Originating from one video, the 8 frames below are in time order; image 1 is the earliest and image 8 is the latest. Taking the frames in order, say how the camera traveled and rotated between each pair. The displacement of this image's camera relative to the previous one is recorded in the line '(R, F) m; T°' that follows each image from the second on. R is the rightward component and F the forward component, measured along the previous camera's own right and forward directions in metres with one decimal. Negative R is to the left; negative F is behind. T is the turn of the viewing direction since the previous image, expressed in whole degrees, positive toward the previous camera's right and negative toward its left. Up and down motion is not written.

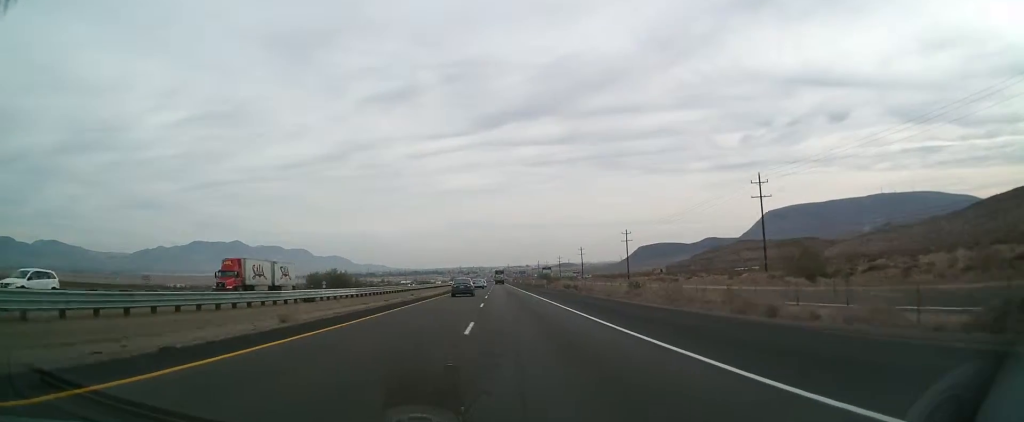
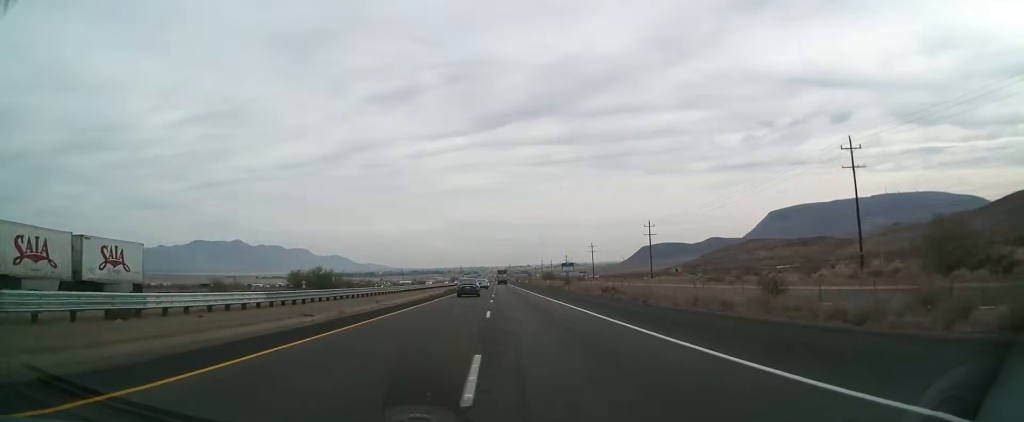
(-0.1, +22.6) m; -1°
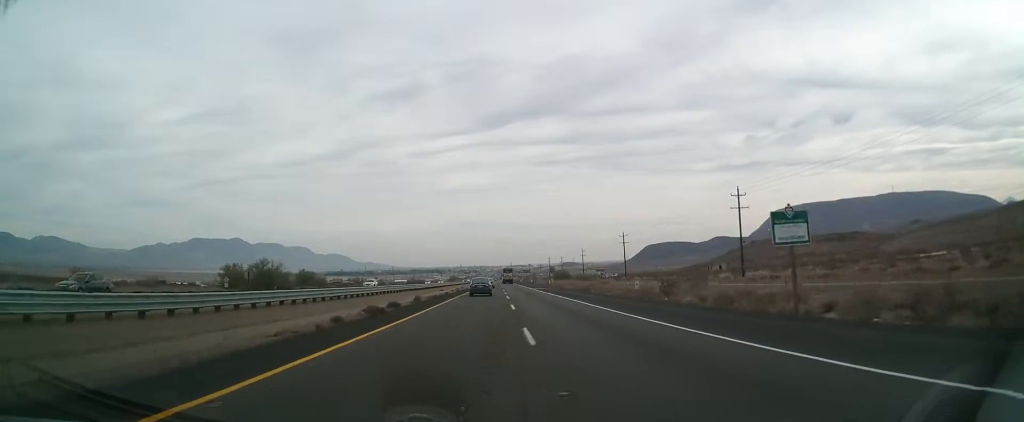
(-0.2, +52.4) m; 0°
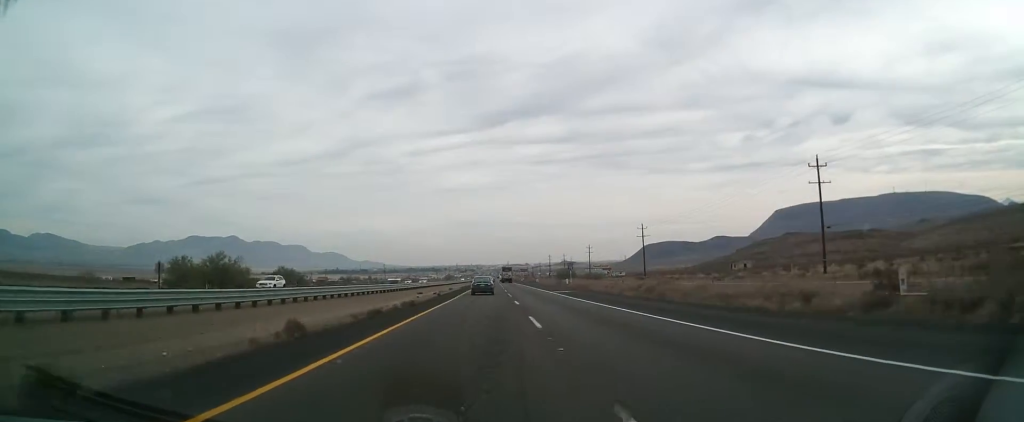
(+0.1, +25.3) m; 0°
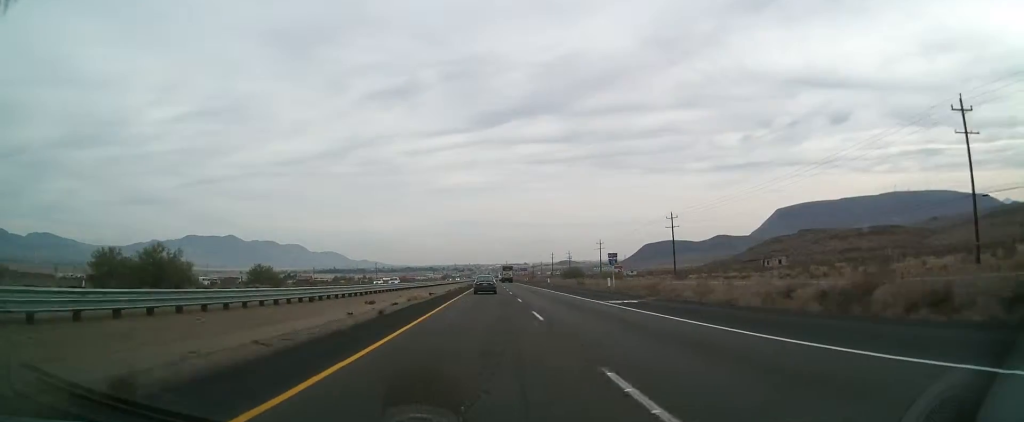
(0.0, +26.5) m; 0°
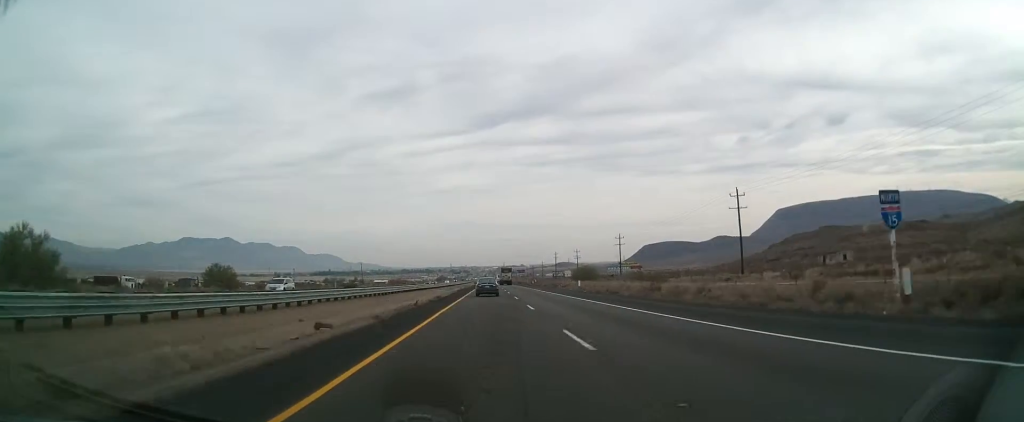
(+0.2, +36.8) m; +1°
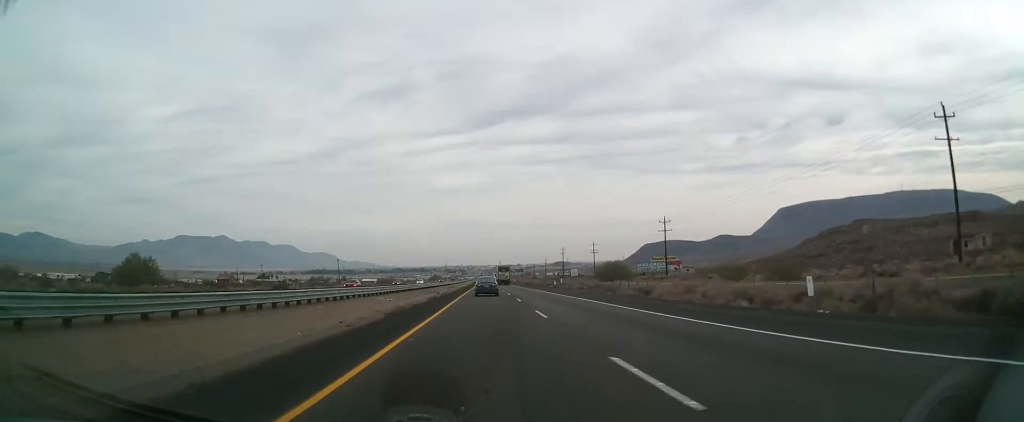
(-0.1, +49.3) m; -1°
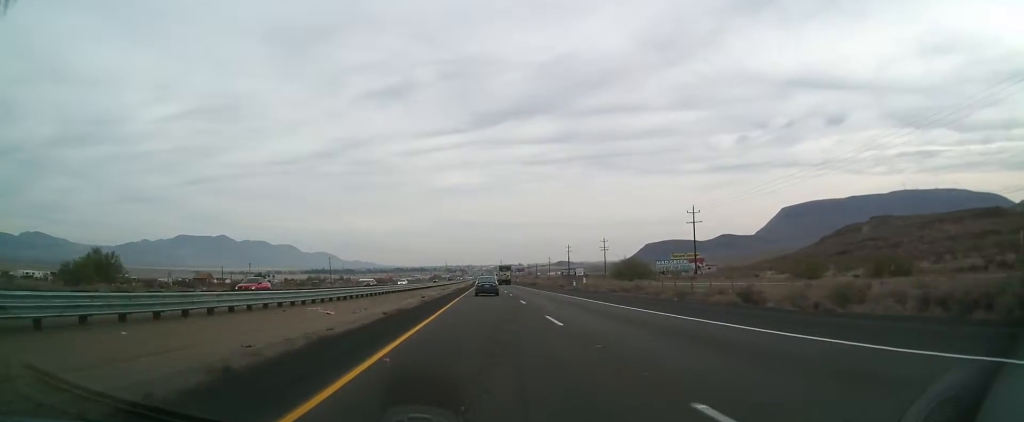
(0.0, +18.3) m; 0°
